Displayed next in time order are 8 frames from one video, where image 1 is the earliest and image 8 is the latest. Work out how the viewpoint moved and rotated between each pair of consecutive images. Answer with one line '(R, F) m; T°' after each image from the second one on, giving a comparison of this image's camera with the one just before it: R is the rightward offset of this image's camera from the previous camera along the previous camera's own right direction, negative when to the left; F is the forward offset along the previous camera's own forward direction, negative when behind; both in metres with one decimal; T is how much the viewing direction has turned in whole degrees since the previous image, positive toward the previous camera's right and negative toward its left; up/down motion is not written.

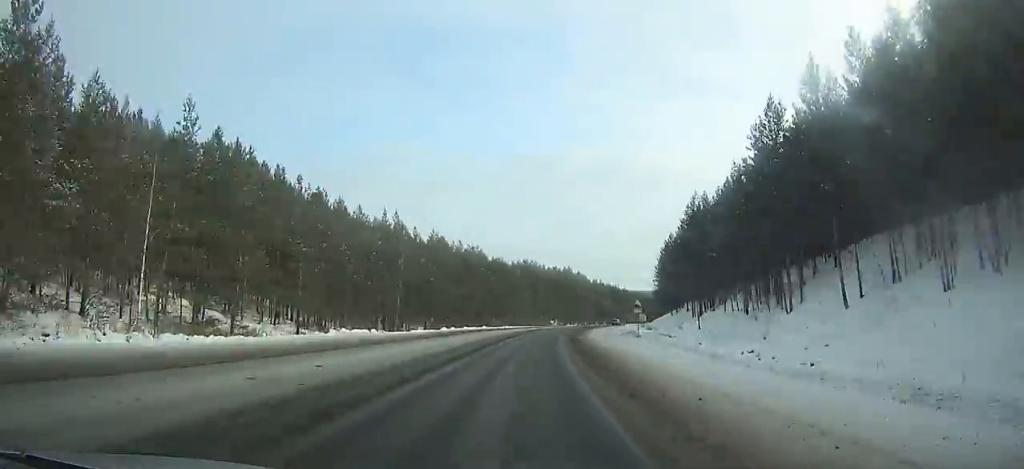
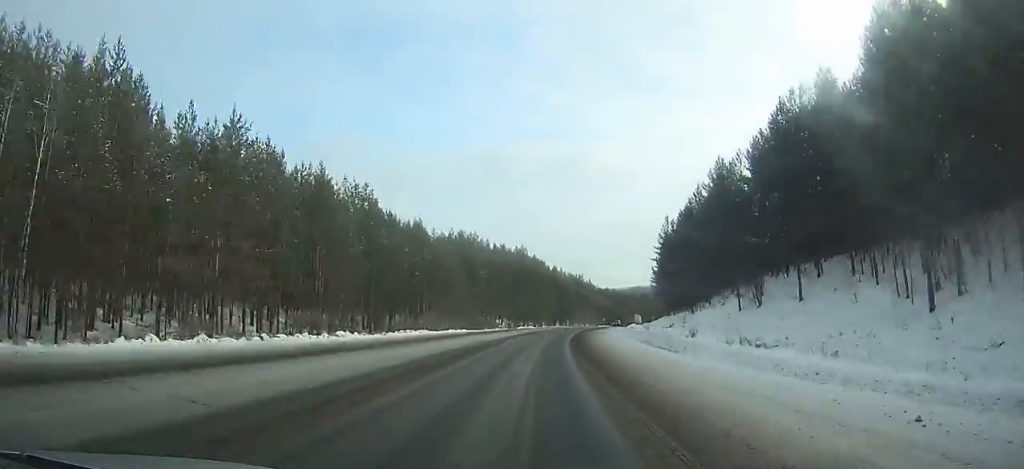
(+1.8, +50.3) m; +6°
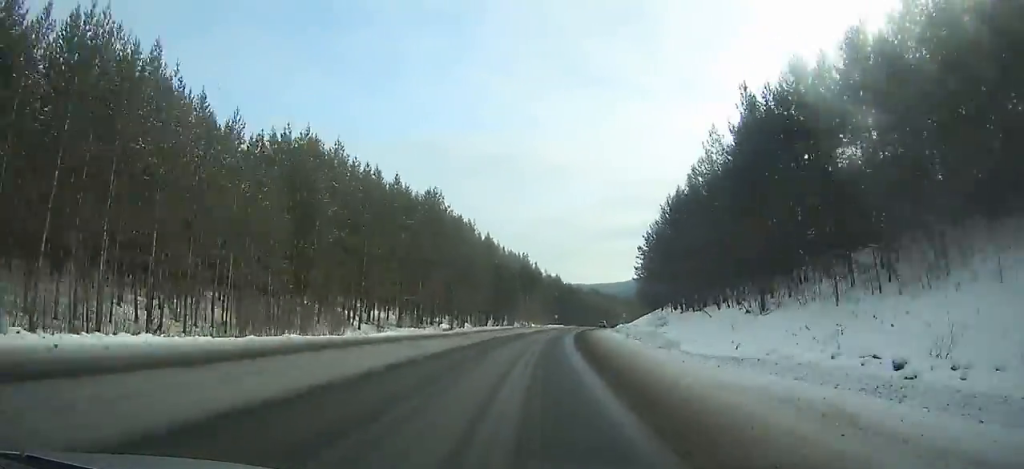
(+3.5, +54.2) m; +6°
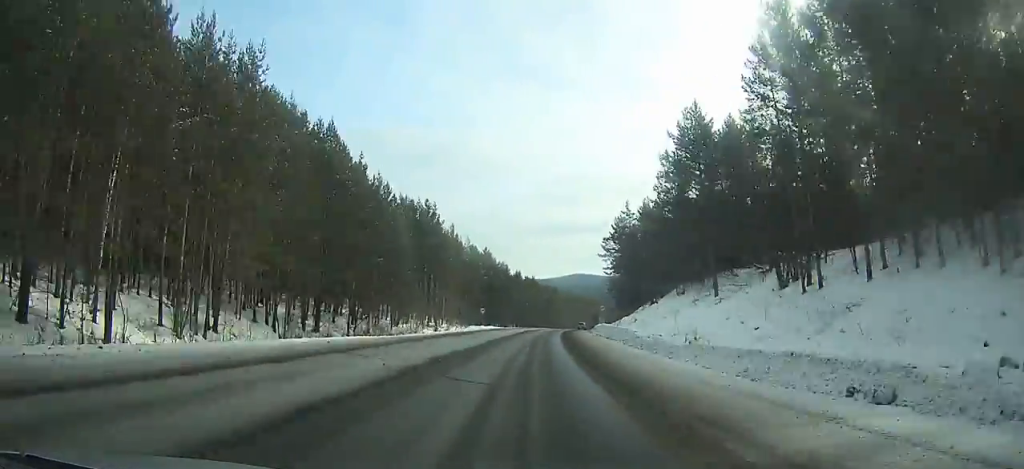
(+3.3, +57.8) m; +5°
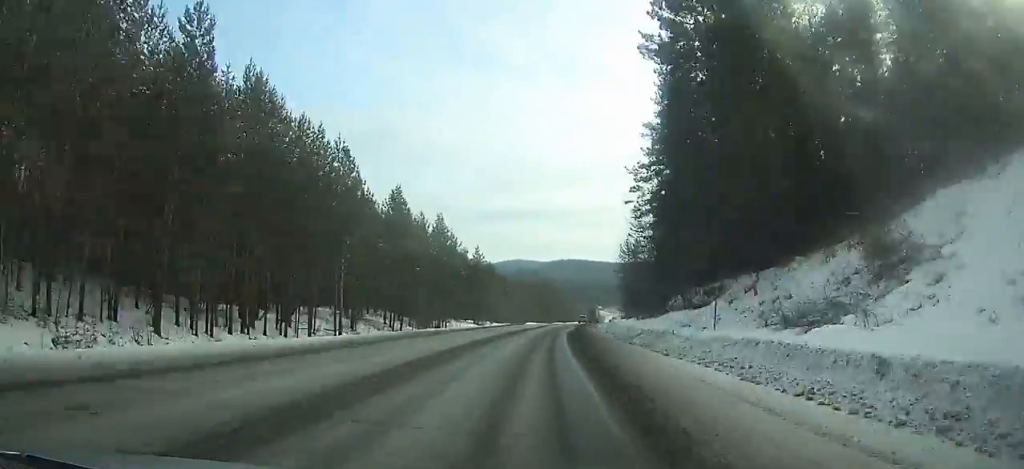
(+5.4, +90.2) m; +7°
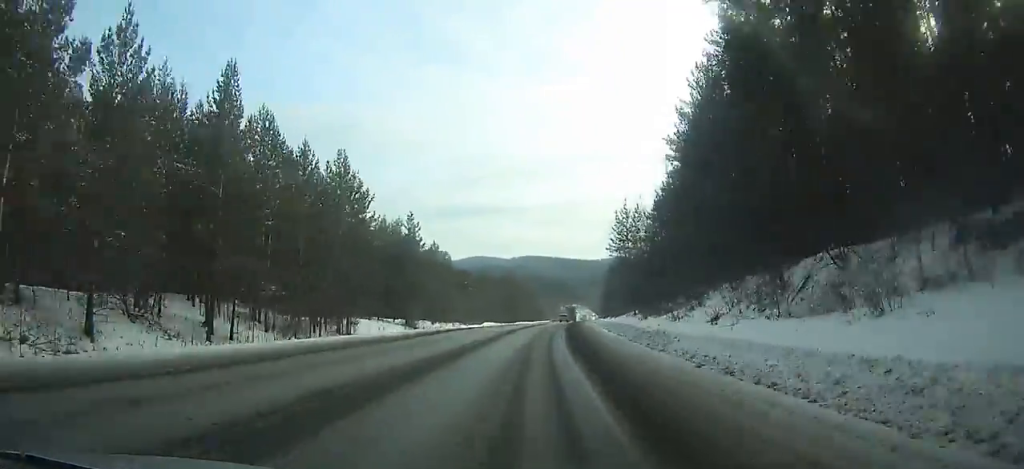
(+0.9, +31.7) m; +2°
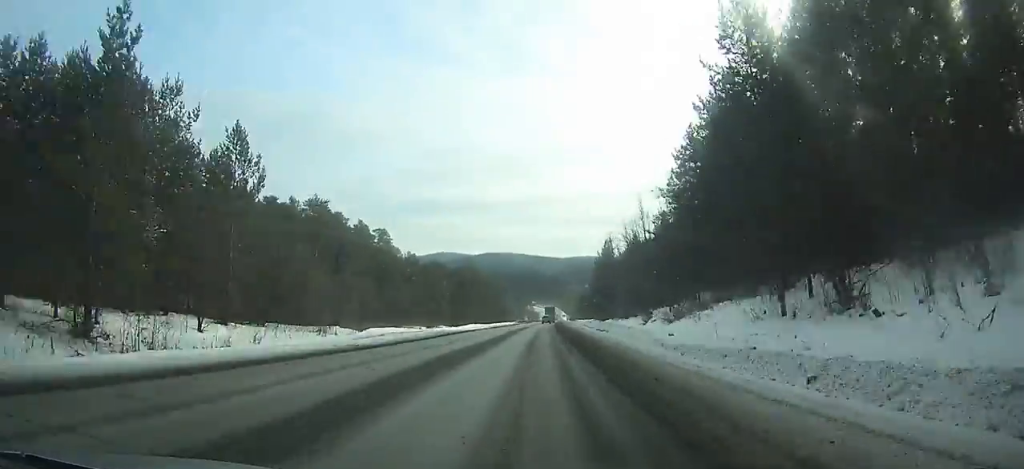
(+1.4, +51.6) m; +3°
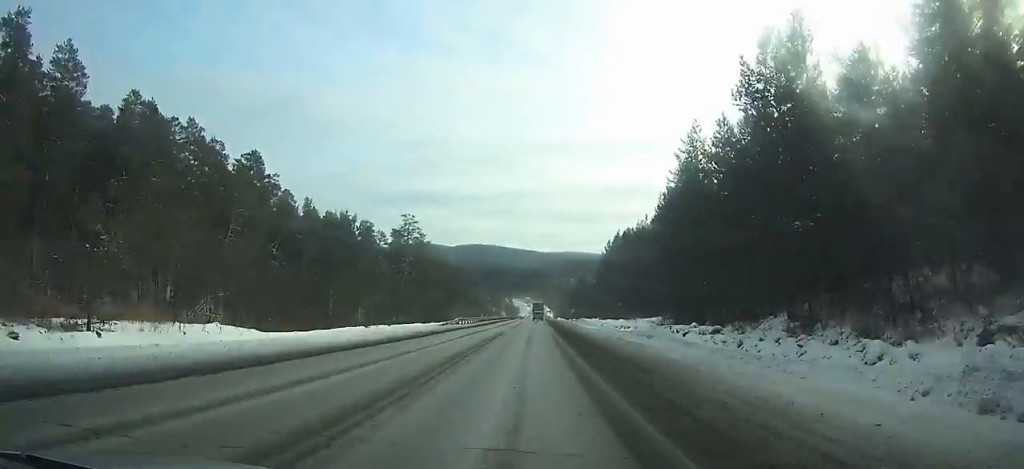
(+2.6, +80.8) m; +2°
